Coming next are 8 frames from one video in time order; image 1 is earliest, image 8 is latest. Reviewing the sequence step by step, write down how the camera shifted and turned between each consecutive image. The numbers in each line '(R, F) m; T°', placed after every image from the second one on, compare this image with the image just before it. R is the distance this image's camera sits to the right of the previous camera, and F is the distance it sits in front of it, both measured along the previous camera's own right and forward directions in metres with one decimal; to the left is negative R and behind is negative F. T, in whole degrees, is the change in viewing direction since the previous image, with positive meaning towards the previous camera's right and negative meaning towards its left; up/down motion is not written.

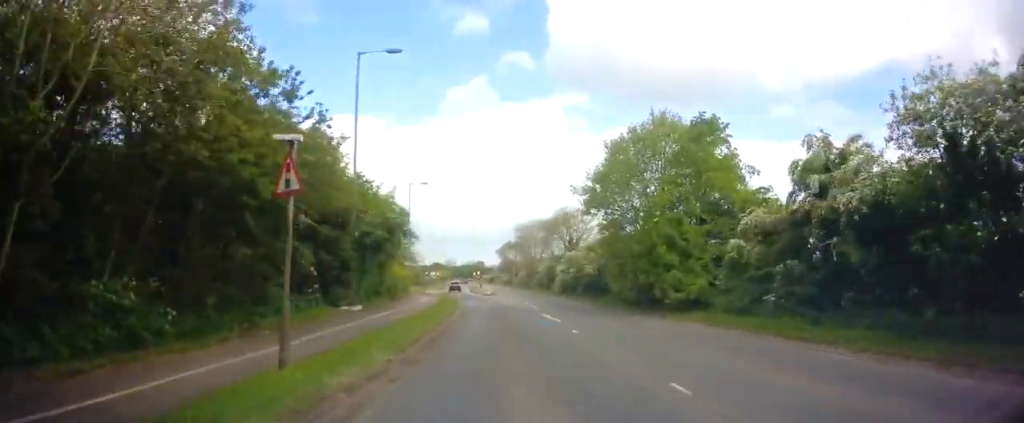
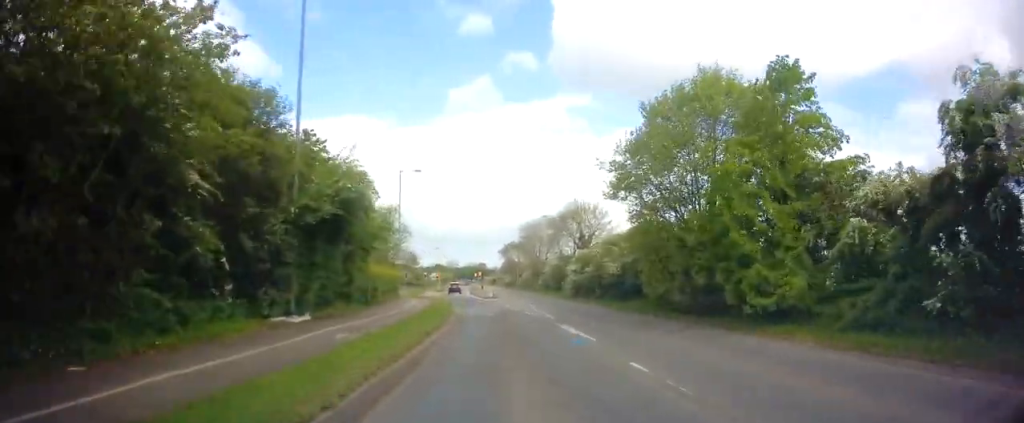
(+0.1, +6.6) m; -1°
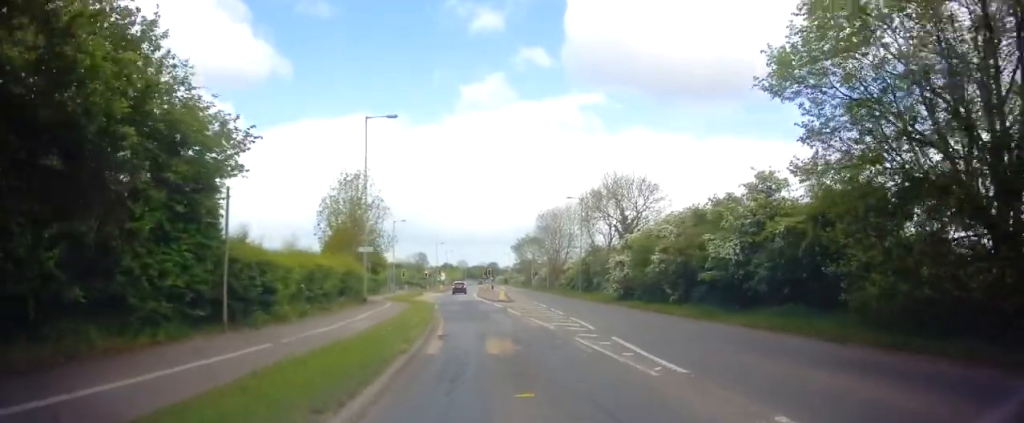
(-0.3, +14.9) m; -1°
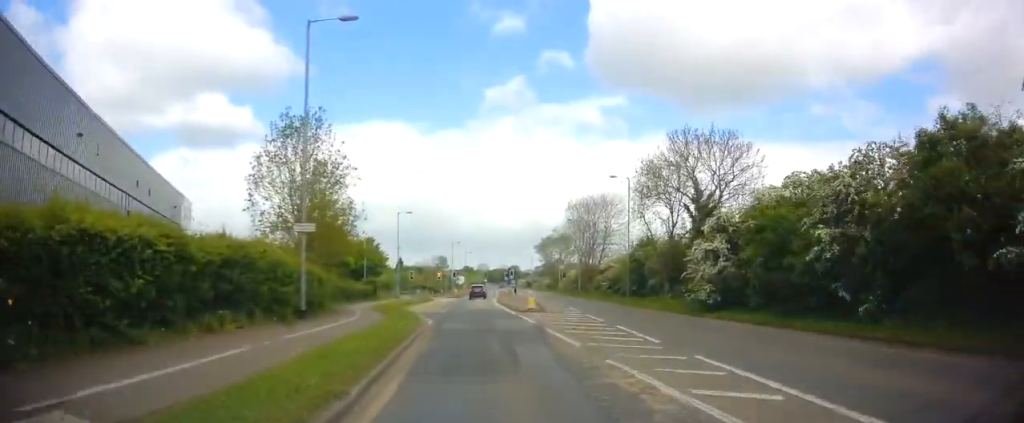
(+0.1, +12.5) m; -2°
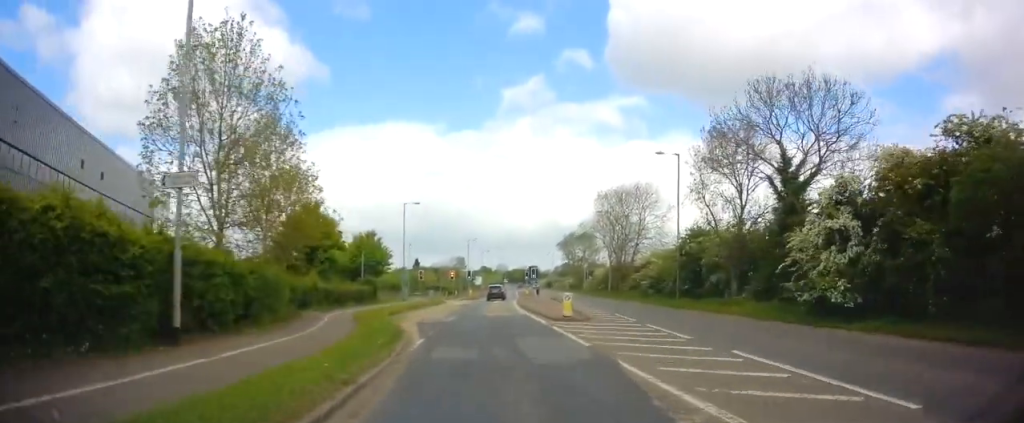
(-0.3, +8.3) m; -2°
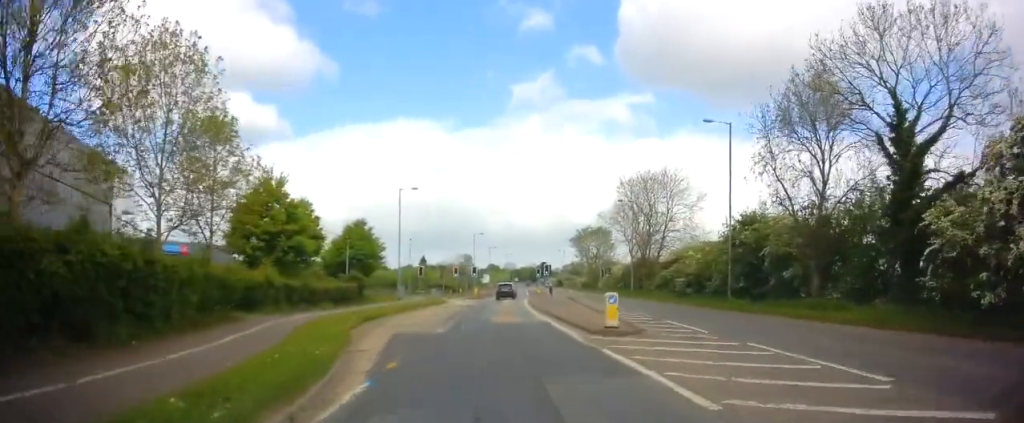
(0.0, +7.5) m; 0°
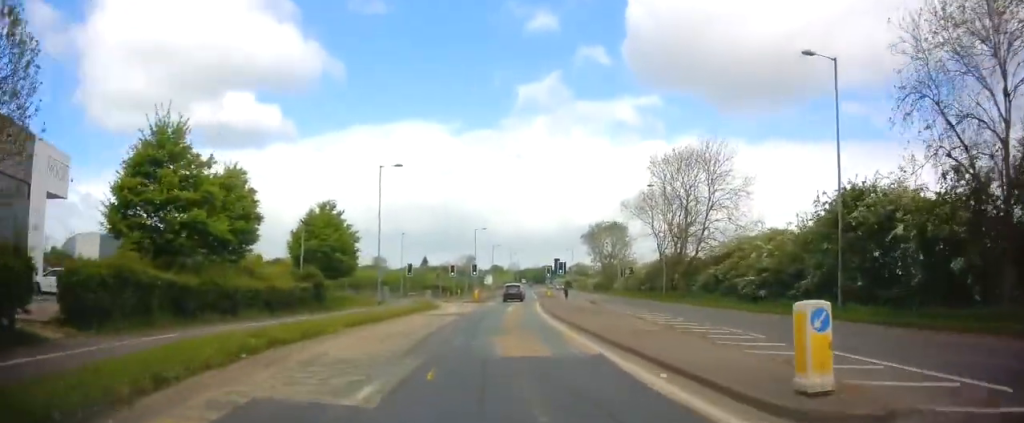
(+0.1, +10.4) m; 0°
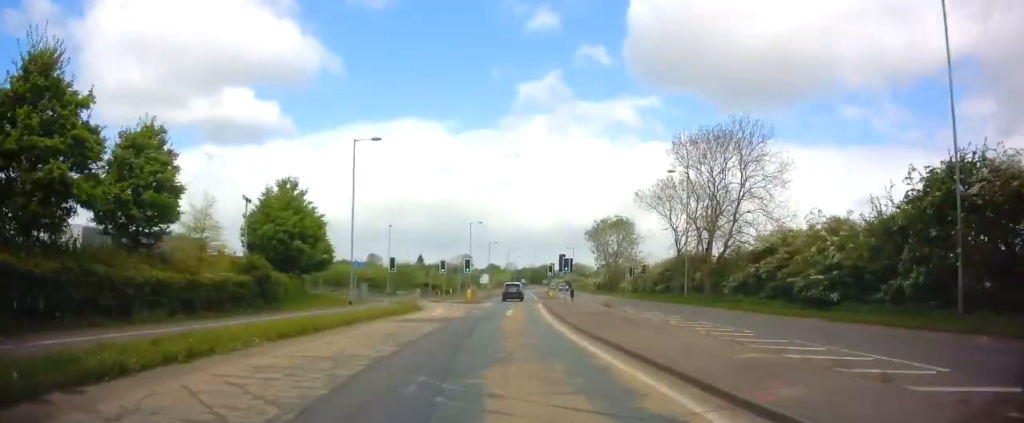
(0.0, +6.8) m; 0°
